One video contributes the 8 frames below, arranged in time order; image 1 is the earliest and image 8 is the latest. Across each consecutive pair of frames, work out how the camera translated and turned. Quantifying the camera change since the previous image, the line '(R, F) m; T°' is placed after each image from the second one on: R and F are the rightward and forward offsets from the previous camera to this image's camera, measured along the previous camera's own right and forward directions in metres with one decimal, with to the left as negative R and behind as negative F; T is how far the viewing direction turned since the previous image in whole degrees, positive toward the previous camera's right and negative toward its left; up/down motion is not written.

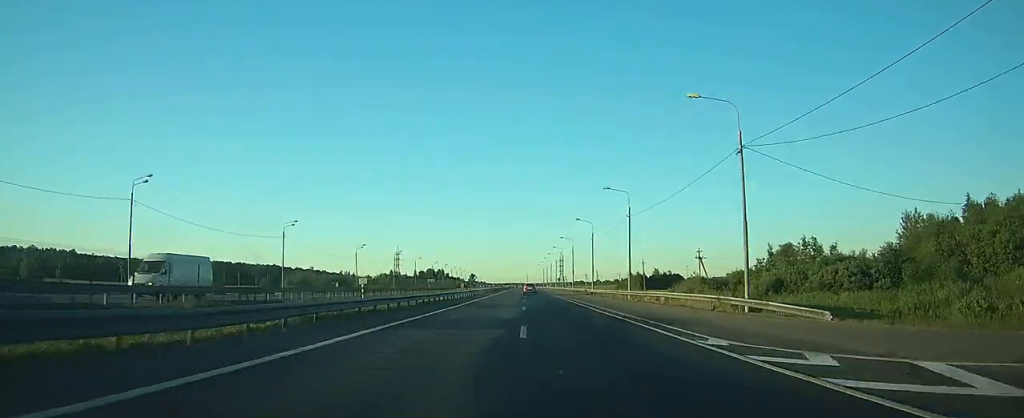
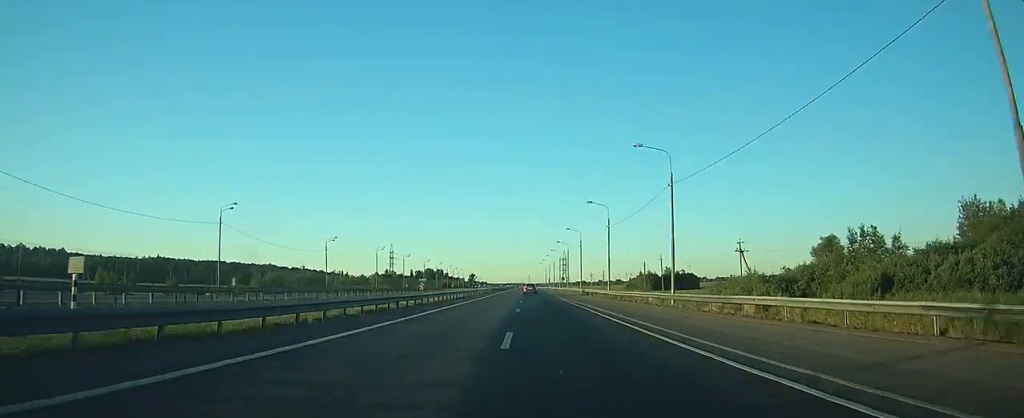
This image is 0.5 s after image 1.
(0.0, +18.5) m; 0°
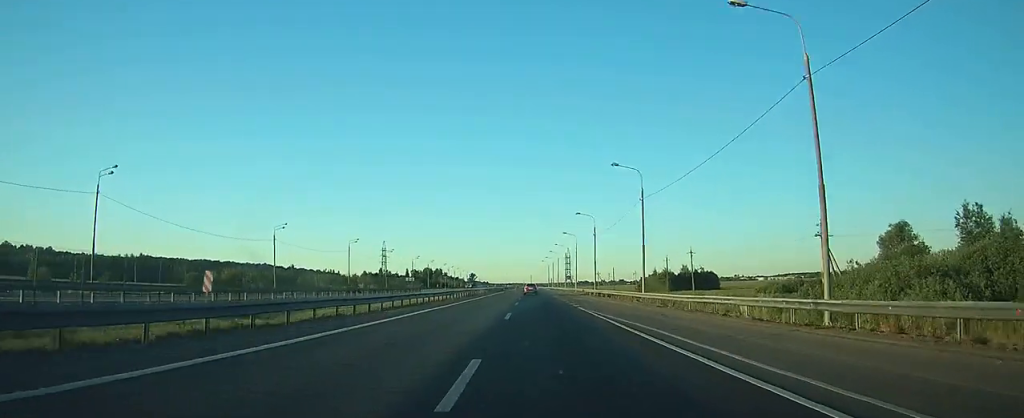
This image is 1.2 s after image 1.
(-0.1, +22.0) m; 0°
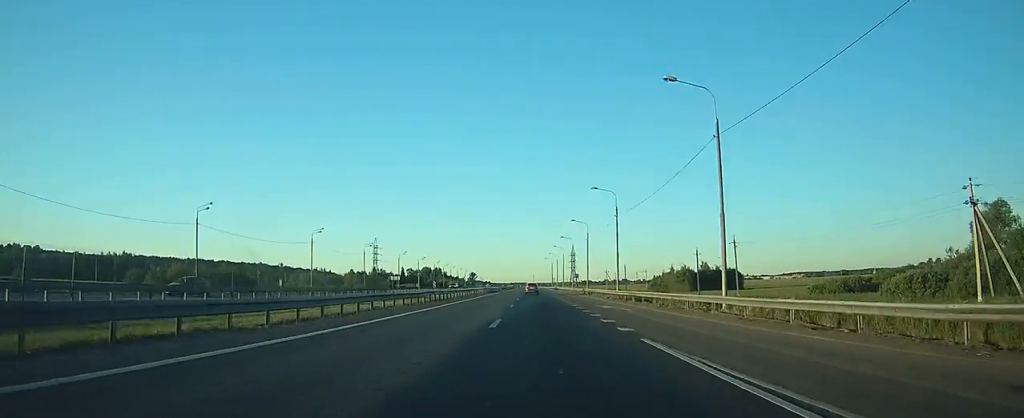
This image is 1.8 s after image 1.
(0.0, +20.8) m; 0°
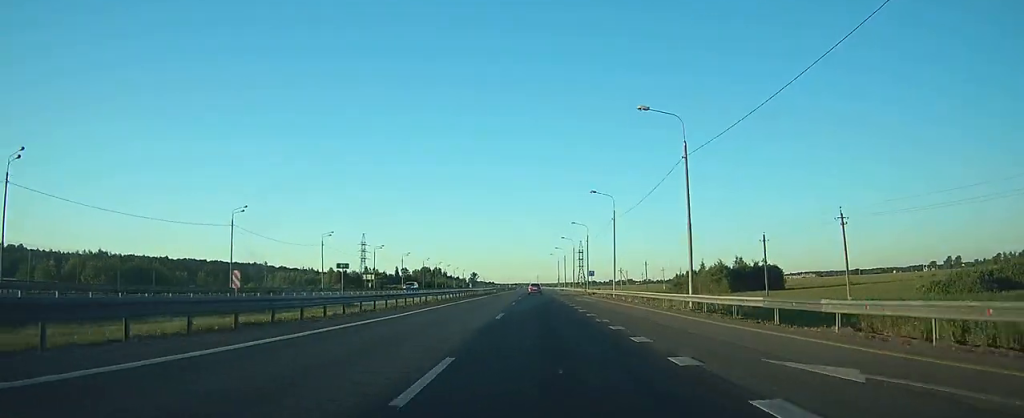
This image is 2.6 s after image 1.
(0.0, +27.6) m; 0°
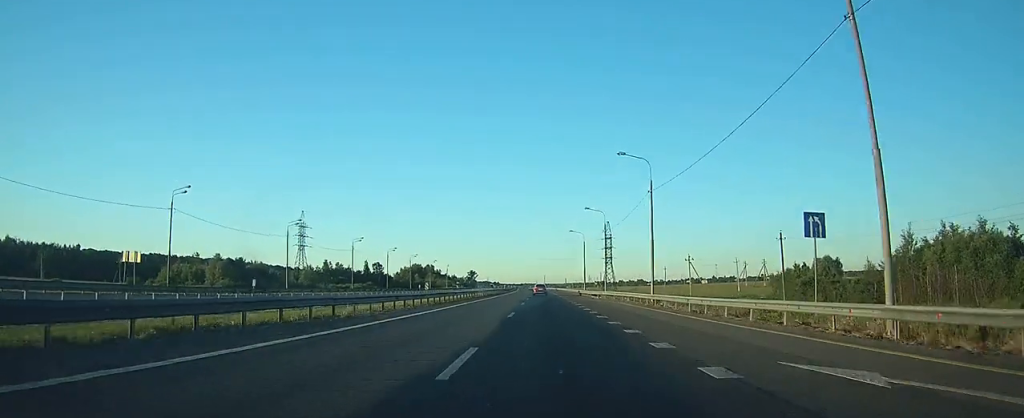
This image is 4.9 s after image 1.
(-1.0, +78.5) m; -1°
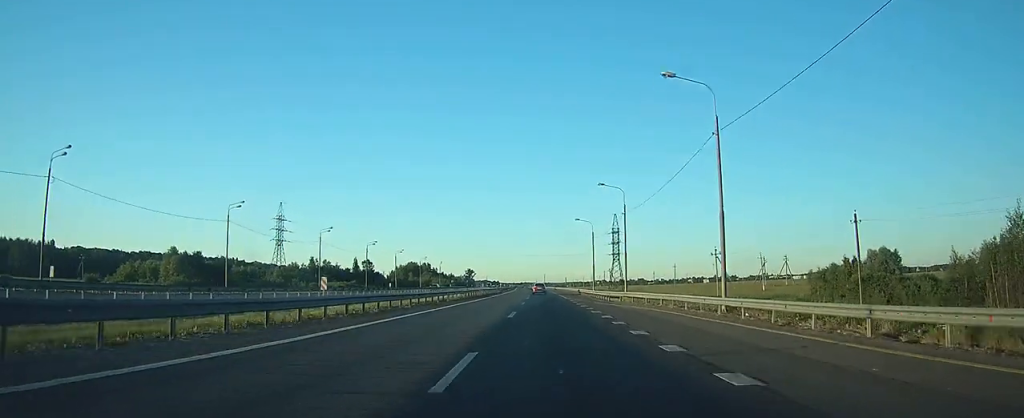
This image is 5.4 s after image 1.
(0.0, +16.9) m; 0°
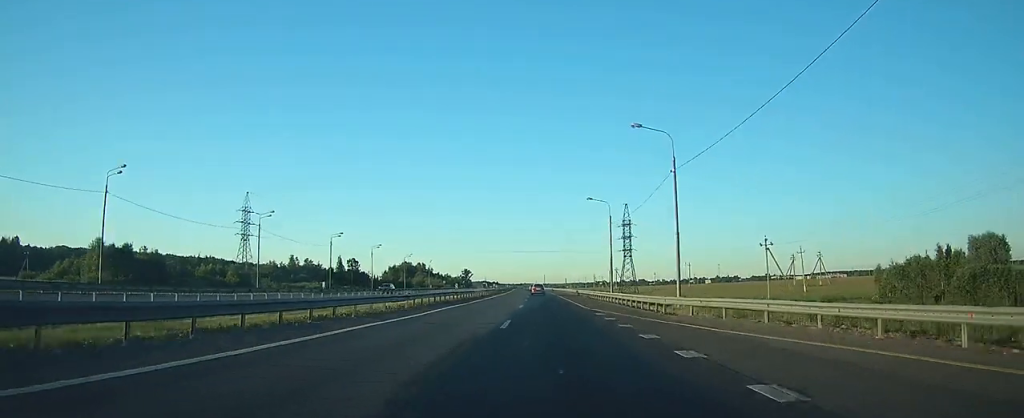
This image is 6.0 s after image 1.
(0.0, +21.3) m; 0°
